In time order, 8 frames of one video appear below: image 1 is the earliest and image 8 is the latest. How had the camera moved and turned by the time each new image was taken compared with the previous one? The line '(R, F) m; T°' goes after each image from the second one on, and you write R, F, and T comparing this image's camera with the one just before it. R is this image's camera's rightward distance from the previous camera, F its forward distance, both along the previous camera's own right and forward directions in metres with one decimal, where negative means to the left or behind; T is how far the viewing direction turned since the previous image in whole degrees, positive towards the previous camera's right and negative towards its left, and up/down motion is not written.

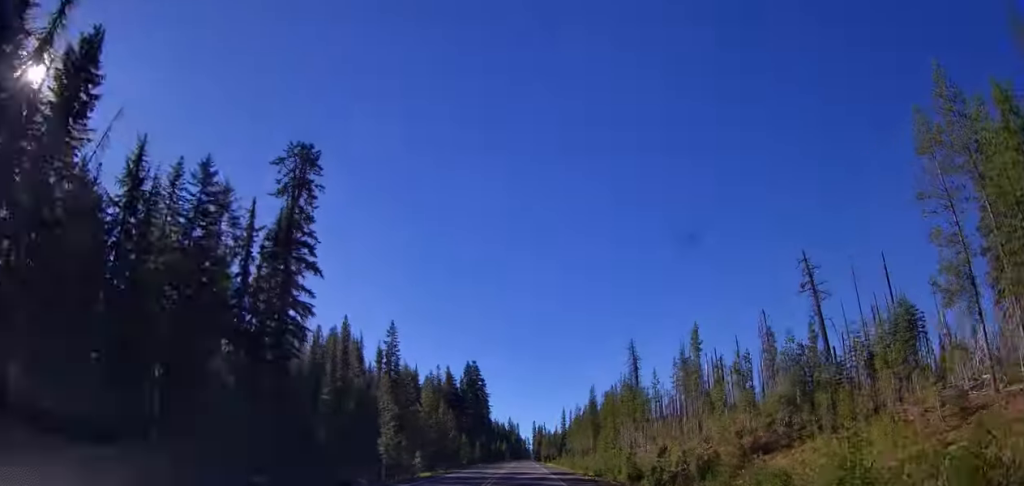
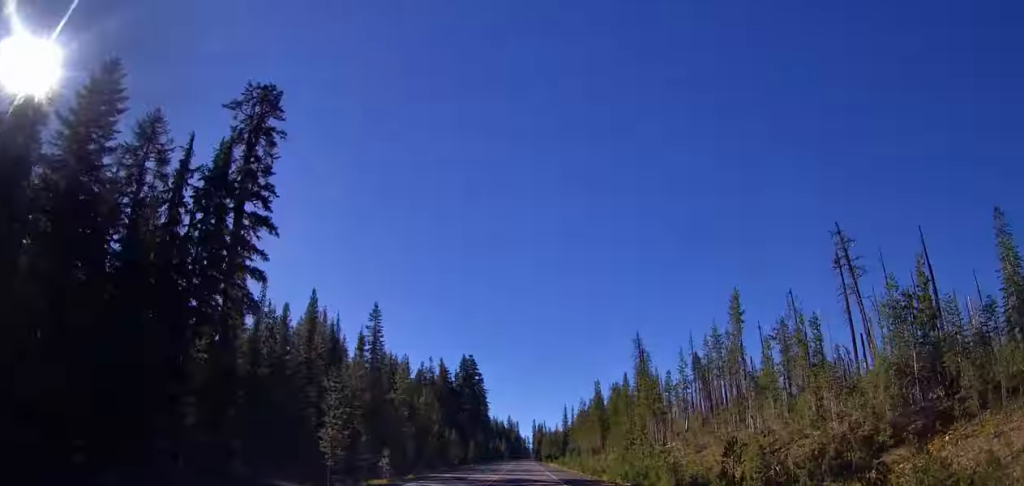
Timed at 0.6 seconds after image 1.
(0.0, +12.9) m; 0°
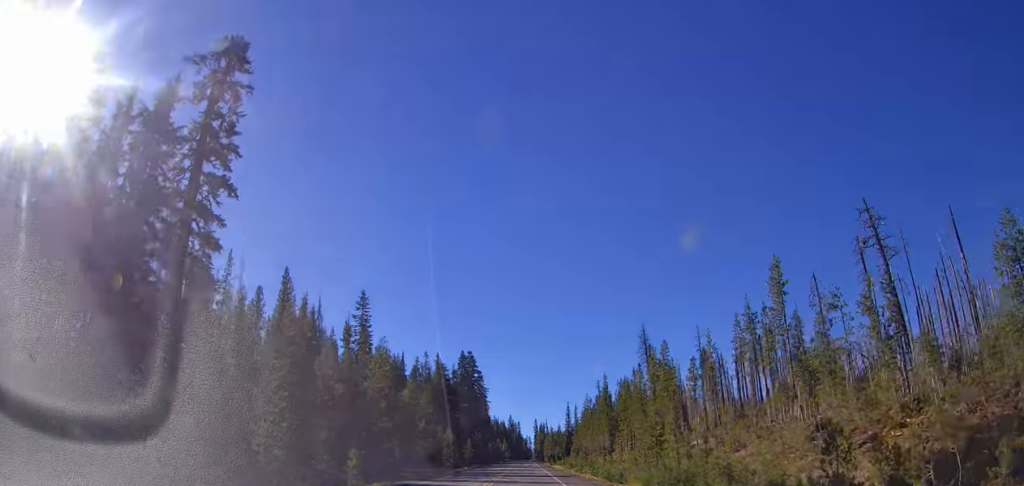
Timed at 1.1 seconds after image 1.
(0.0, +8.9) m; 0°
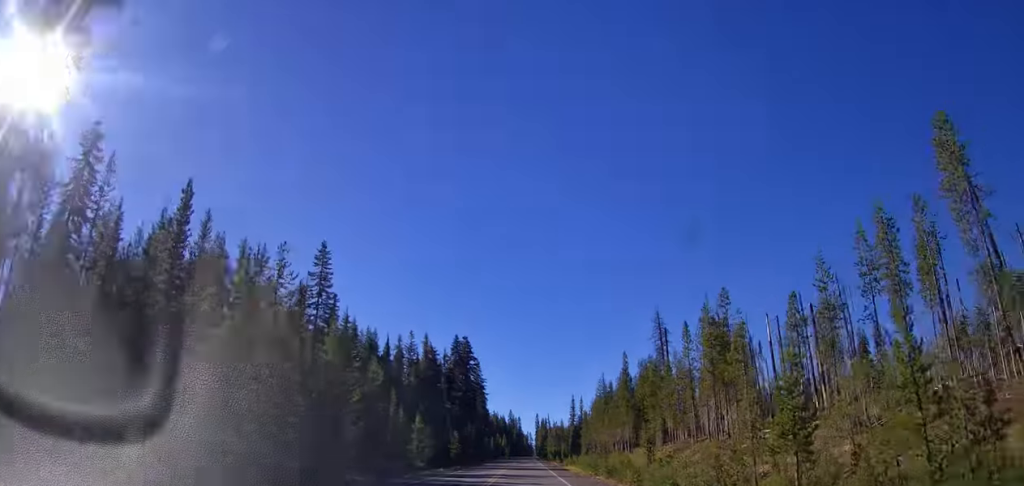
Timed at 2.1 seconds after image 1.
(0.0, +20.6) m; +1°
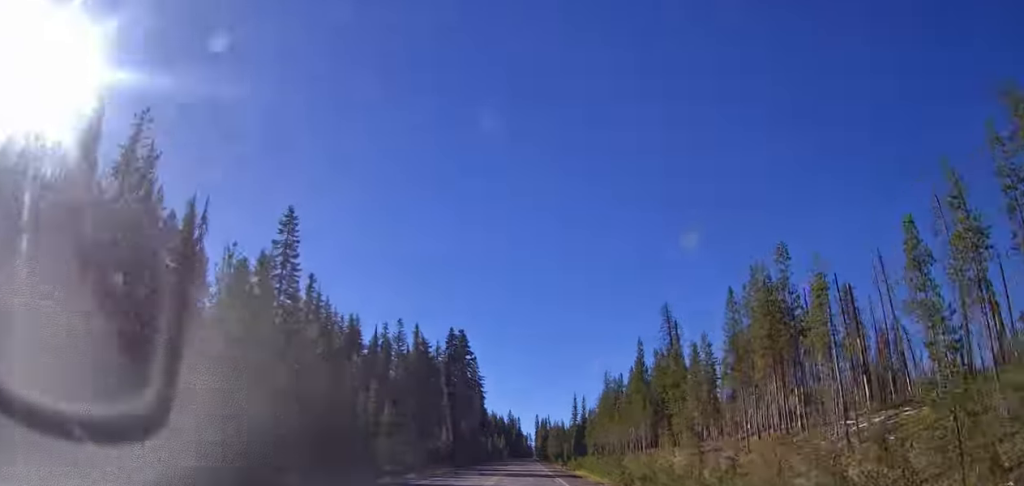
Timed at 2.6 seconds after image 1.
(-0.1, +11.7) m; +1°
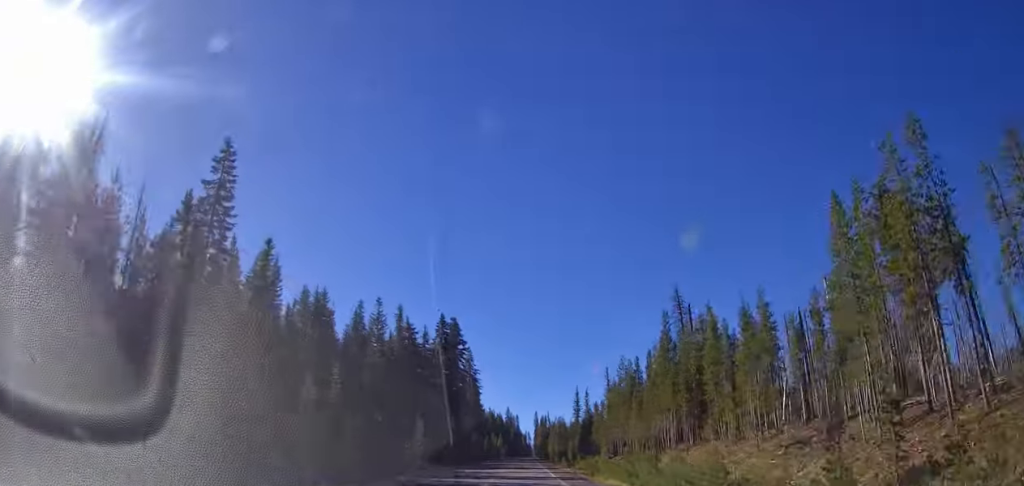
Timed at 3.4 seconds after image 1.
(+0.3, +15.2) m; 0°
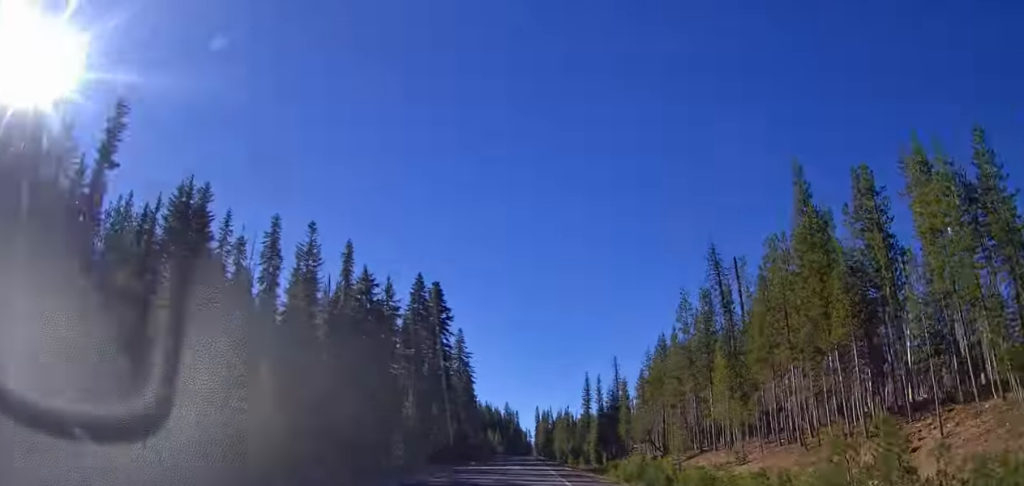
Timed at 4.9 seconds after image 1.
(-0.6, +33.1) m; -1°
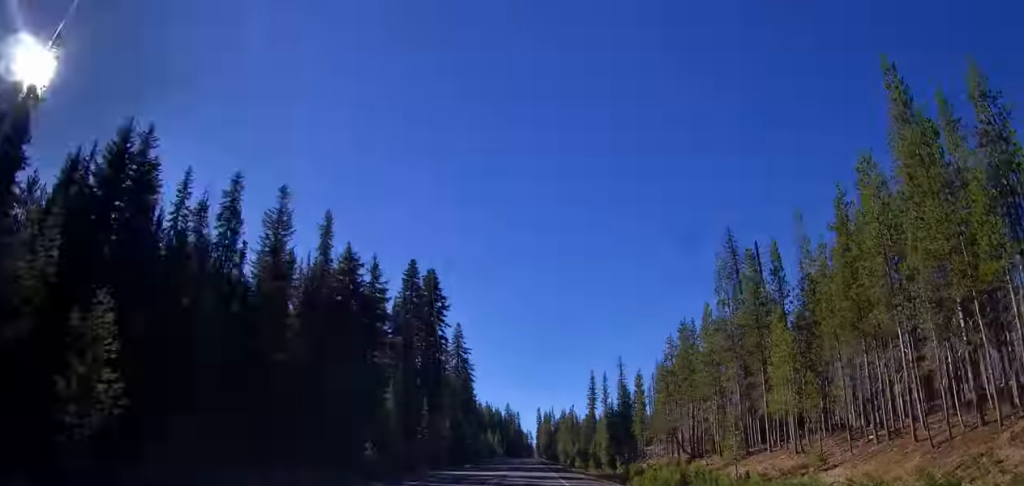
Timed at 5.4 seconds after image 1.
(0.0, +10.0) m; 0°
